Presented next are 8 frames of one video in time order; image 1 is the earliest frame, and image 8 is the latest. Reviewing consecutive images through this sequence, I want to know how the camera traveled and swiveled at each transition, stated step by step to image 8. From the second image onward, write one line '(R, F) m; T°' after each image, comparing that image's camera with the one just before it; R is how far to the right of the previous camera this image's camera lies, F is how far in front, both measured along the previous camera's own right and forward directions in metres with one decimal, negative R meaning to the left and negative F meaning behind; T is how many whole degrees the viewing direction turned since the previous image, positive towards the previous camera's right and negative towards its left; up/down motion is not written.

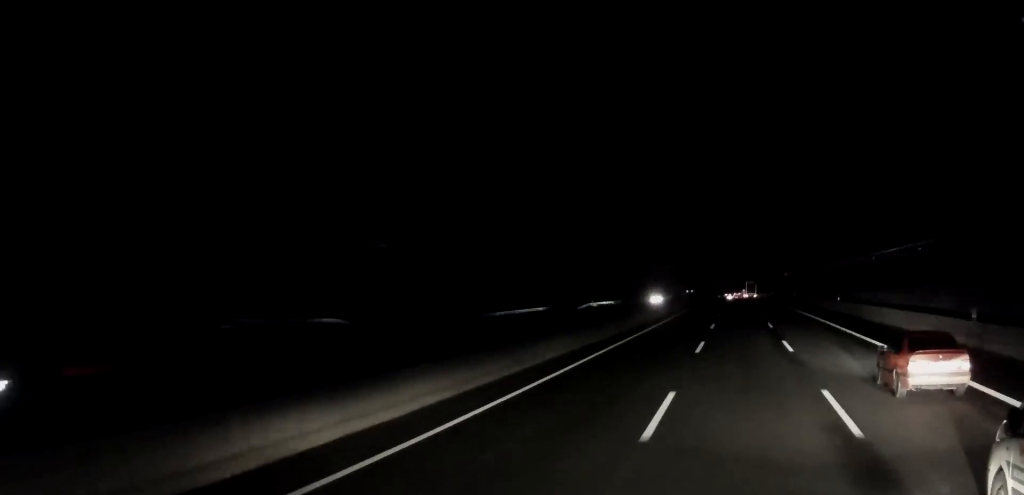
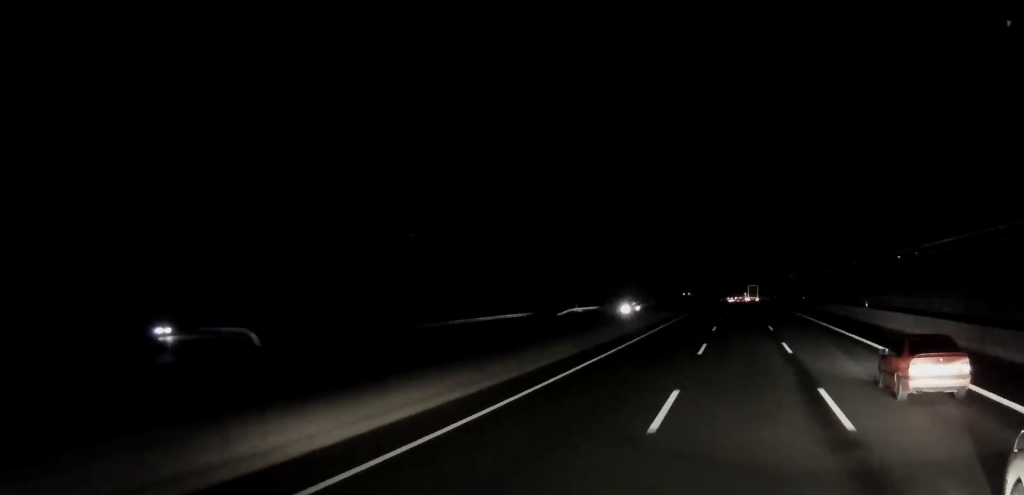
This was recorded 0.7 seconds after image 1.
(+0.1, +16.6) m; 0°
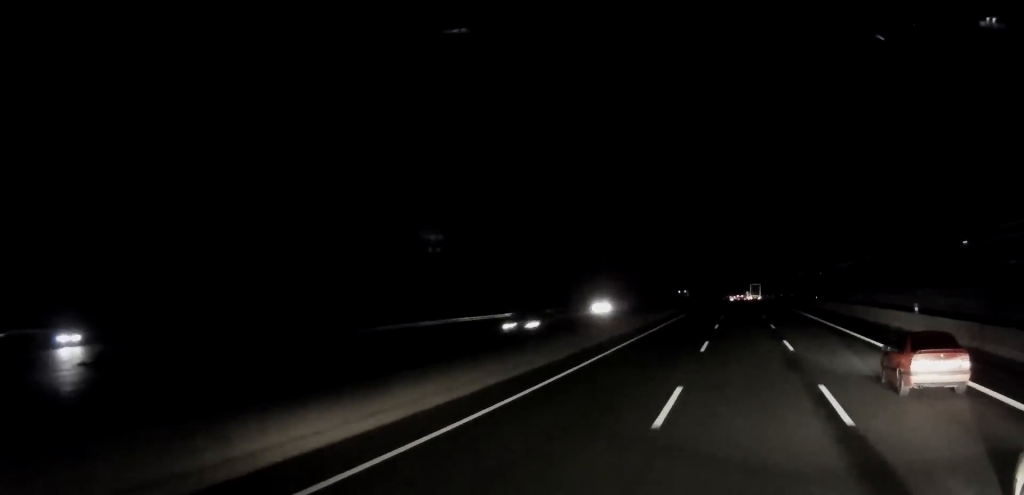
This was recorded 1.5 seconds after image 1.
(+0.1, +17.2) m; 0°
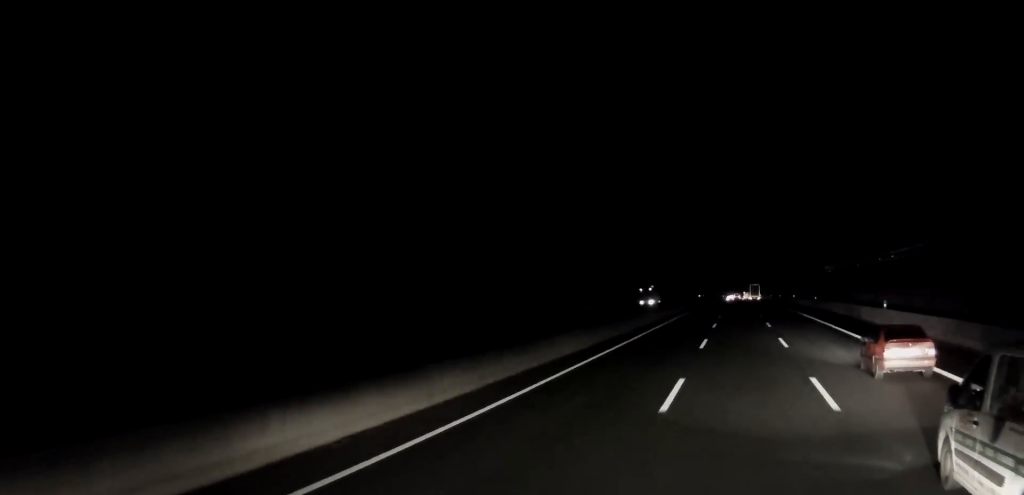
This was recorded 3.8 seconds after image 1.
(+0.1, +51.1) m; 0°
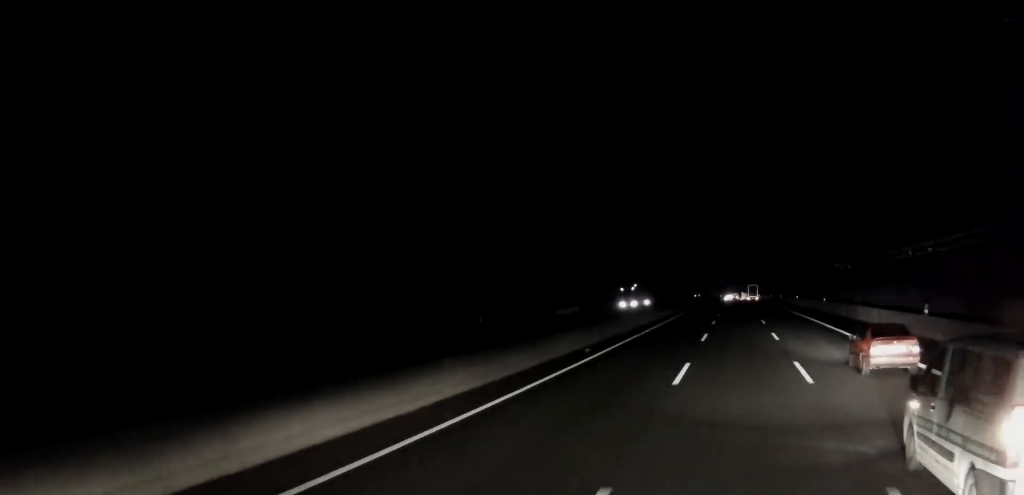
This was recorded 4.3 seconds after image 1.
(0.0, +12.9) m; 0°
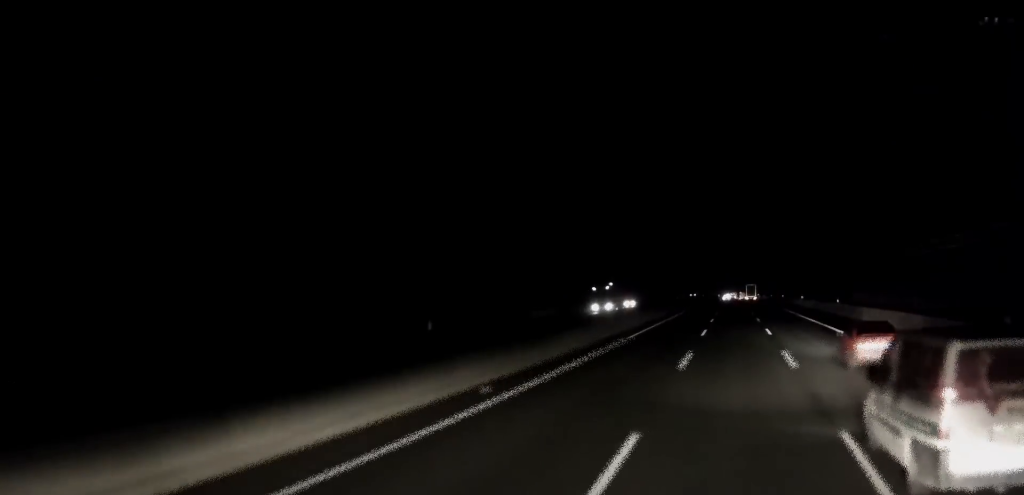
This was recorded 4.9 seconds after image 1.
(0.0, +13.7) m; 0°
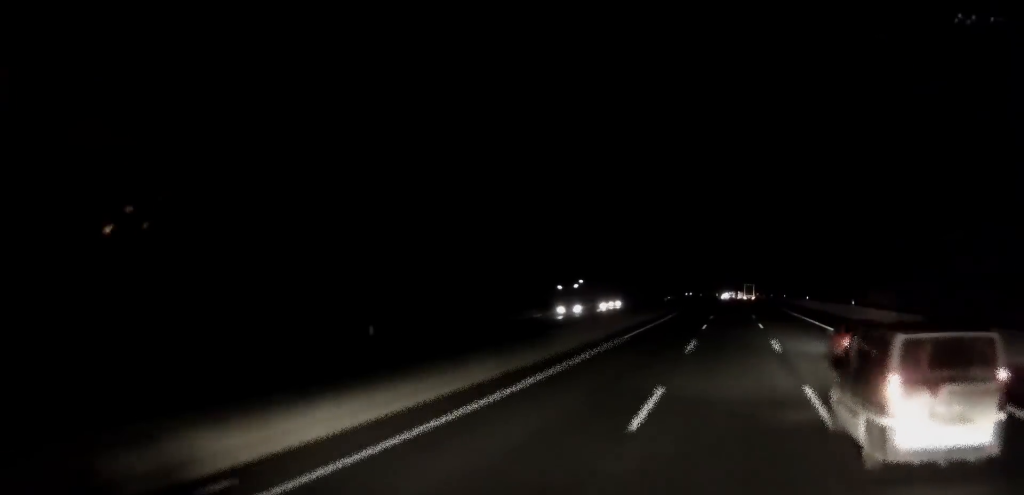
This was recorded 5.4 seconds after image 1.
(0.0, +11.5) m; 0°
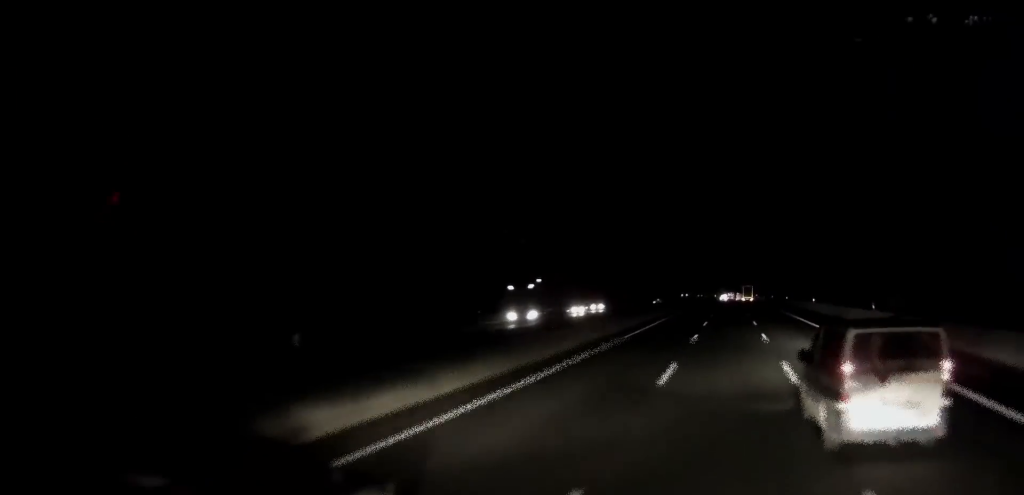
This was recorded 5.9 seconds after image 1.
(0.0, +10.7) m; 0°
